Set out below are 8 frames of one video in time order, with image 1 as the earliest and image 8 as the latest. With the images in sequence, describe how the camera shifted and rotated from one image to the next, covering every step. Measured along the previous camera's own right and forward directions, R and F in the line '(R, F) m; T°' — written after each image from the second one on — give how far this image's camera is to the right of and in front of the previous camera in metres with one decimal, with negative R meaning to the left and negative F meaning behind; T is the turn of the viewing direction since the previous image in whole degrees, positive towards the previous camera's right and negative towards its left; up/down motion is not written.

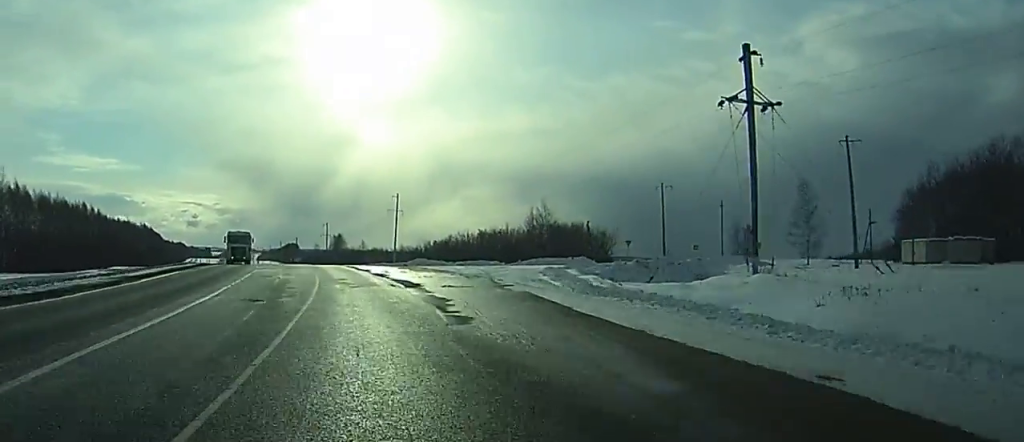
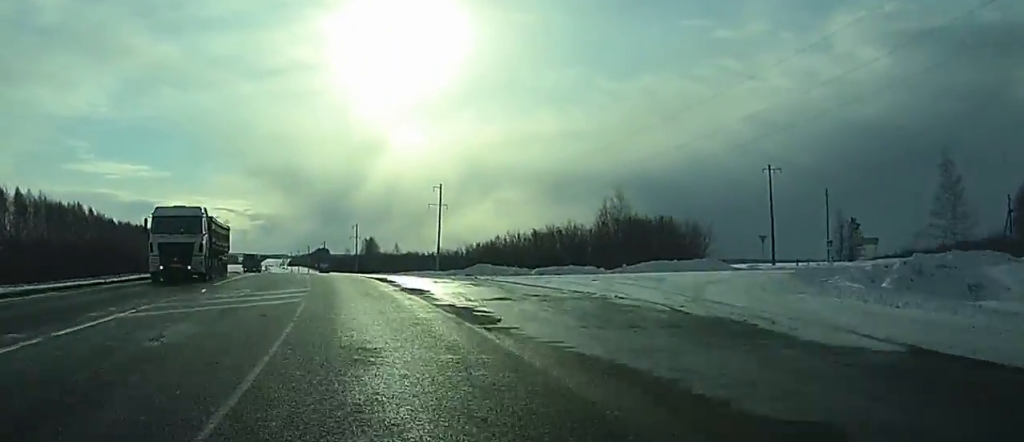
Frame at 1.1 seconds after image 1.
(-0.3, +28.9) m; -1°
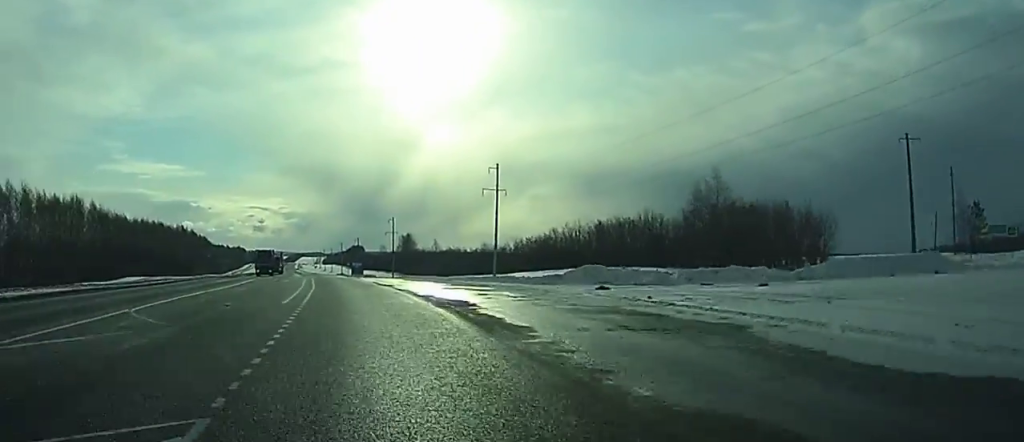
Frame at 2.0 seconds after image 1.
(-0.2, +24.5) m; -2°
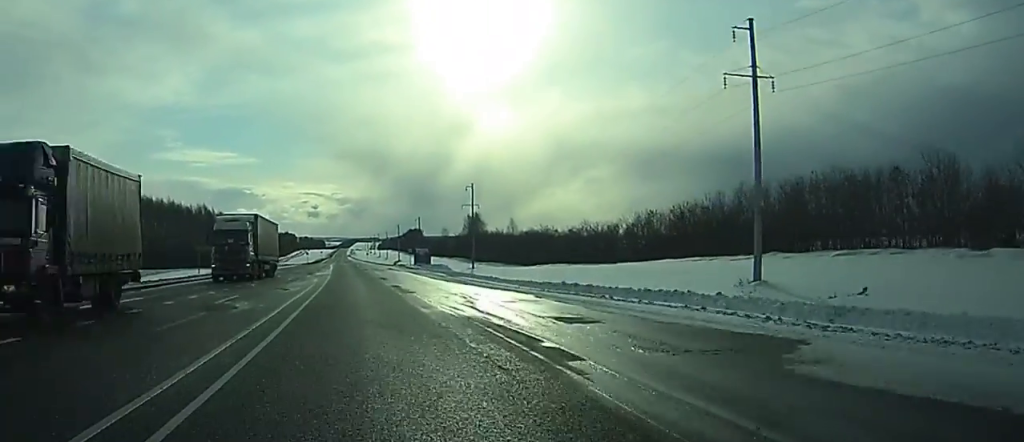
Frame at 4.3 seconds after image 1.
(-2.3, +58.7) m; -4°
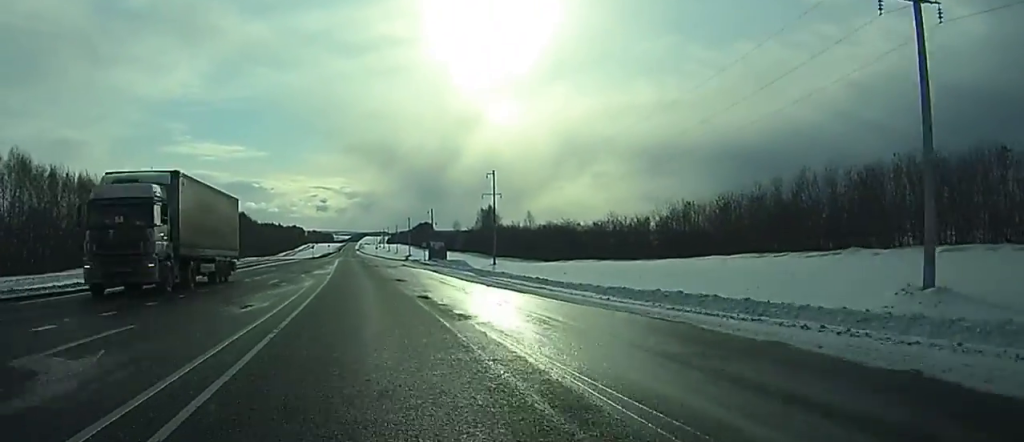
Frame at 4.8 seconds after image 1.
(-0.1, +14.0) m; -1°
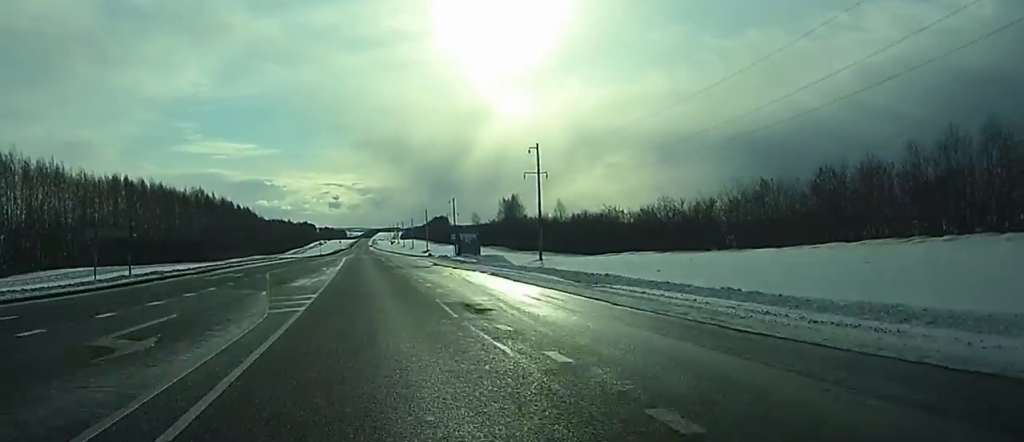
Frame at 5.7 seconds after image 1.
(-0.3, +24.7) m; -1°
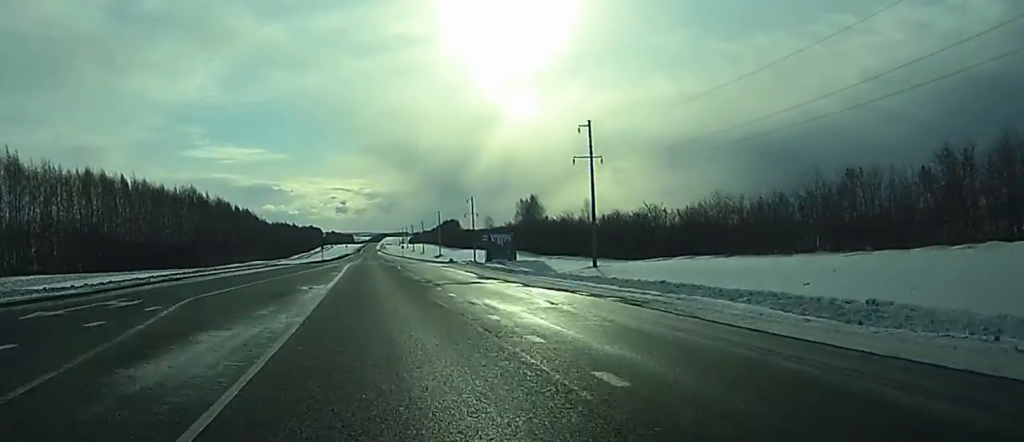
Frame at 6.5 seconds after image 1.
(+0.1, +21.3) m; 0°
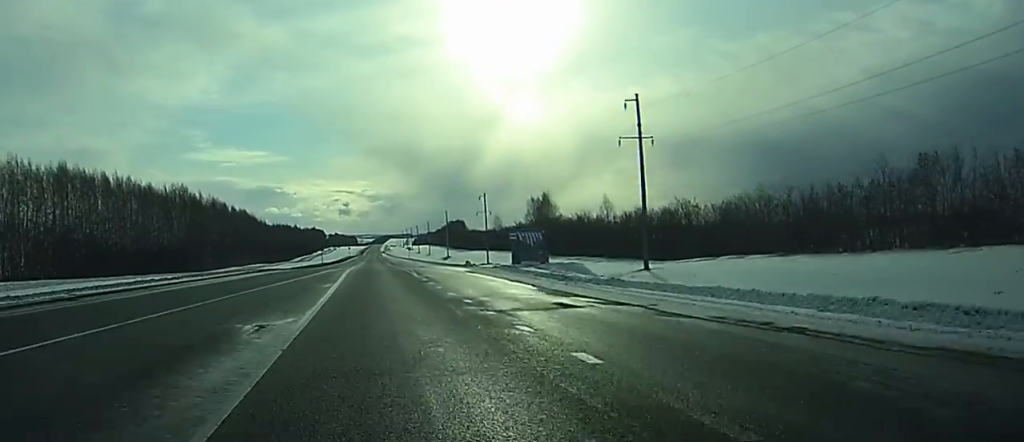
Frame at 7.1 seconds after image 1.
(-0.1, +14.3) m; 0°
